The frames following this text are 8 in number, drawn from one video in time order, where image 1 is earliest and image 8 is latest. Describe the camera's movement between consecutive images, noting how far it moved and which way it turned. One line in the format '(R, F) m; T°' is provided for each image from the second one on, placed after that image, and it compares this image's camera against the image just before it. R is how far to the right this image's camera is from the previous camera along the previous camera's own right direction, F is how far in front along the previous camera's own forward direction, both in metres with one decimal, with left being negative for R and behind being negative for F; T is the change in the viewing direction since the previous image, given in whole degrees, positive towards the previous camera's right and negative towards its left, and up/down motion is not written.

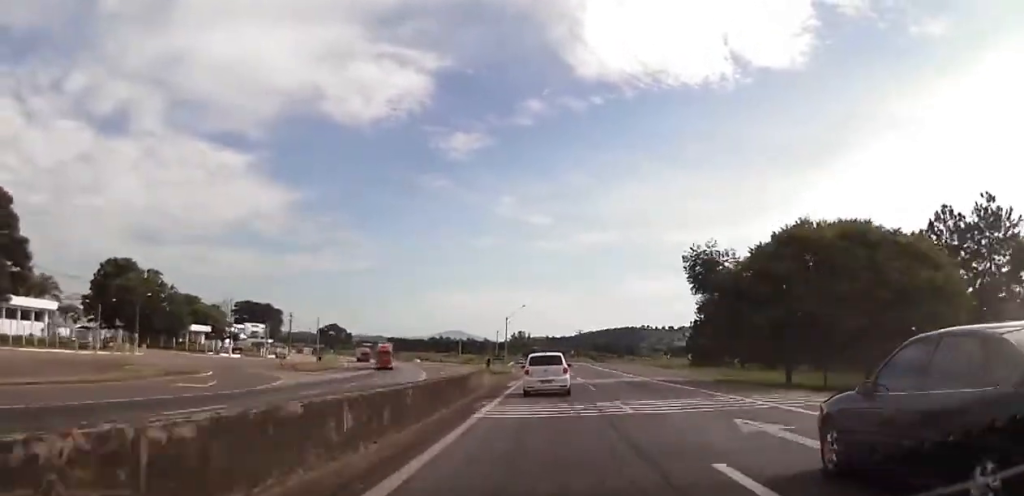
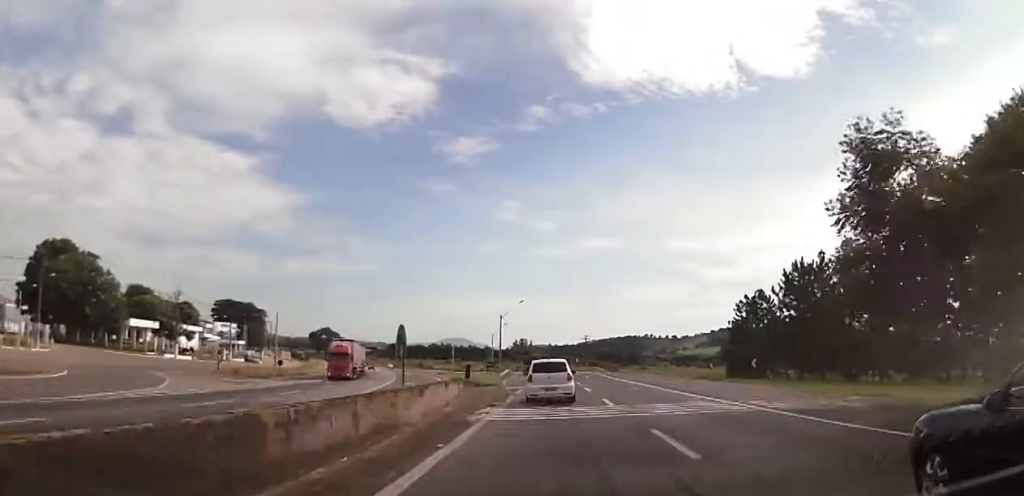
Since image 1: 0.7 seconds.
(0.0, +20.4) m; 0°
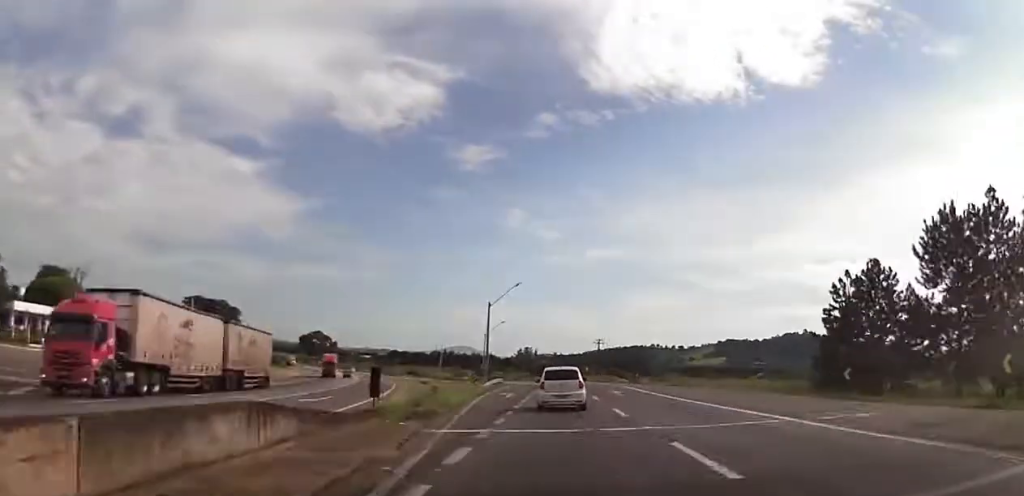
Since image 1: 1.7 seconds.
(0.0, +27.7) m; 0°
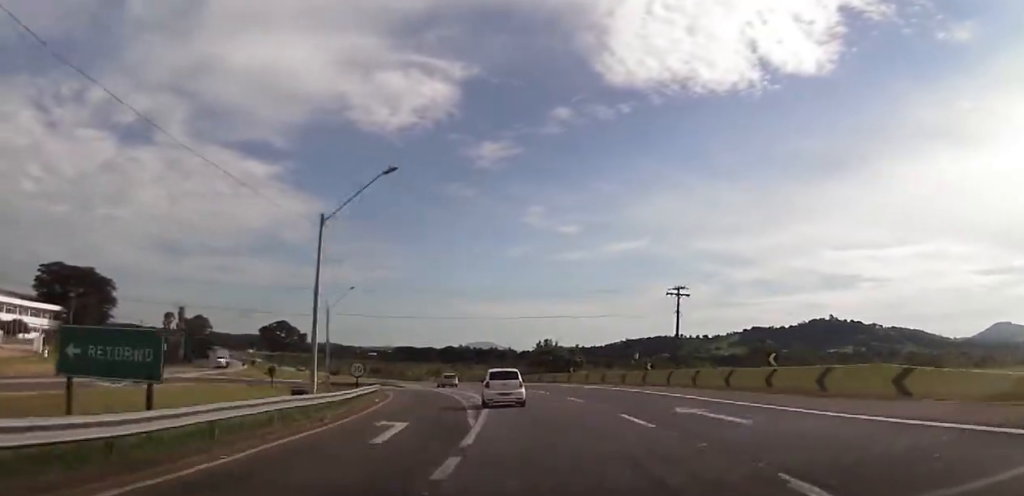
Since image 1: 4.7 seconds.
(+0.7, +77.5) m; 0°
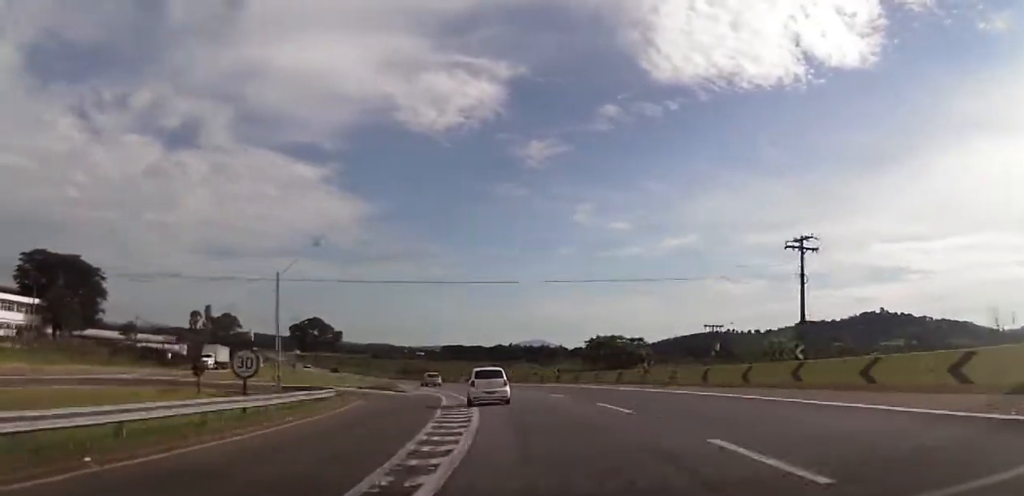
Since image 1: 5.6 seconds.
(-0.3, +21.3) m; -2°
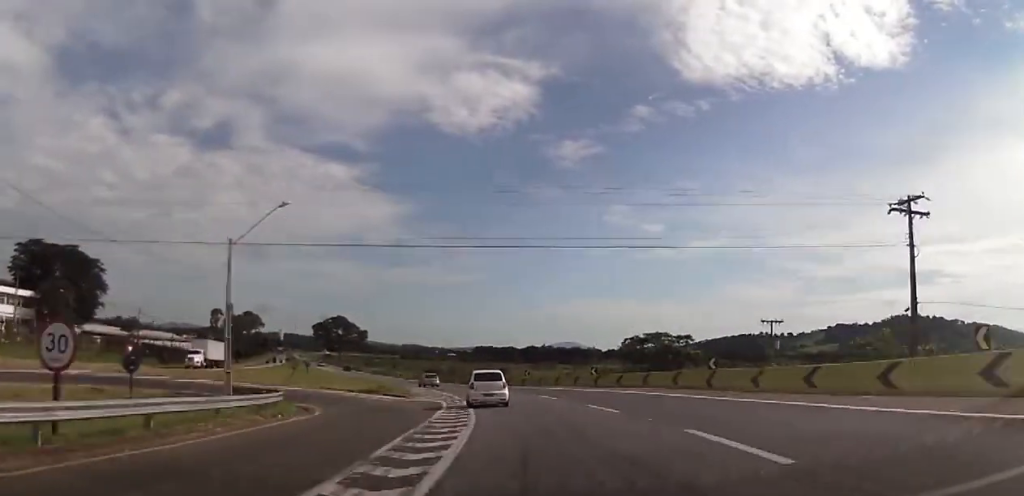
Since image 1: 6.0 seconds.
(+0.1, +10.3) m; -1°
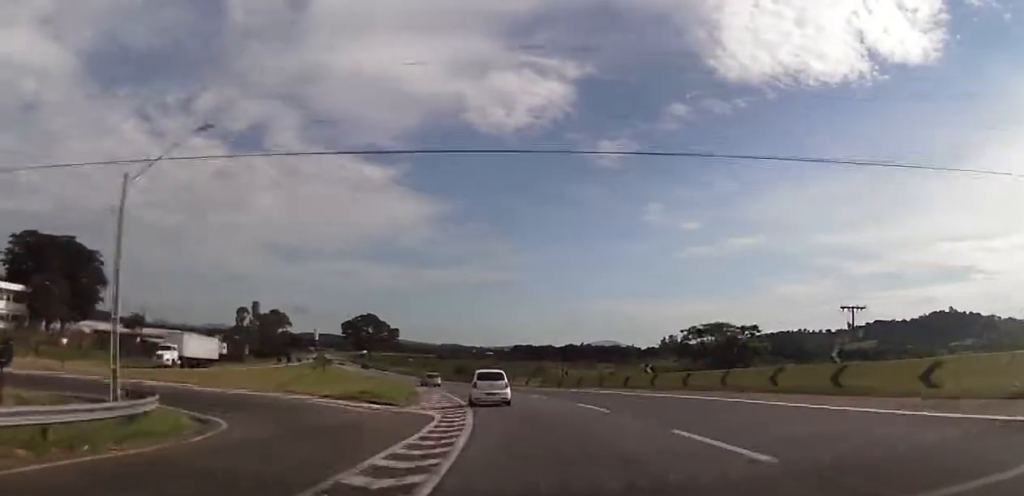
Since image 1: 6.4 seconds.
(-0.1, +11.3) m; -2°
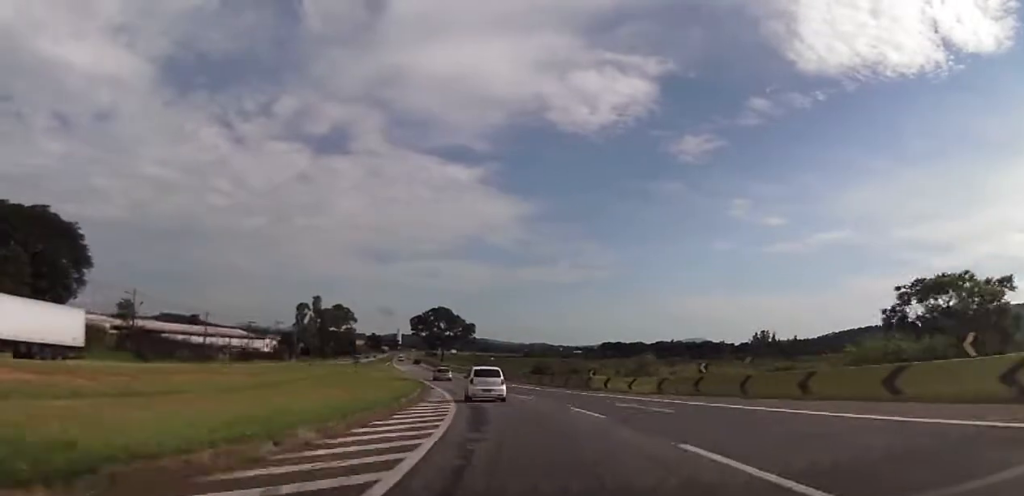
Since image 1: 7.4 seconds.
(-1.2, +26.4) m; -7°
